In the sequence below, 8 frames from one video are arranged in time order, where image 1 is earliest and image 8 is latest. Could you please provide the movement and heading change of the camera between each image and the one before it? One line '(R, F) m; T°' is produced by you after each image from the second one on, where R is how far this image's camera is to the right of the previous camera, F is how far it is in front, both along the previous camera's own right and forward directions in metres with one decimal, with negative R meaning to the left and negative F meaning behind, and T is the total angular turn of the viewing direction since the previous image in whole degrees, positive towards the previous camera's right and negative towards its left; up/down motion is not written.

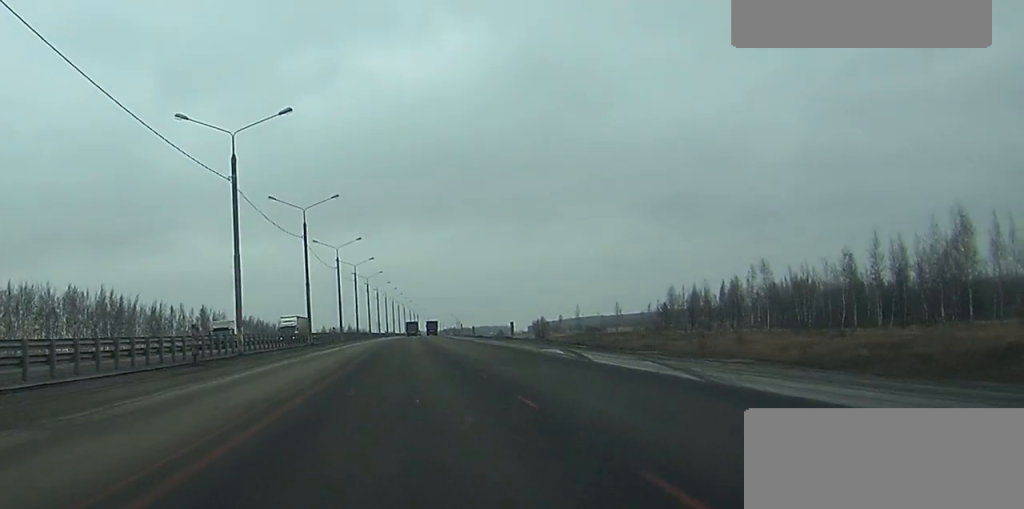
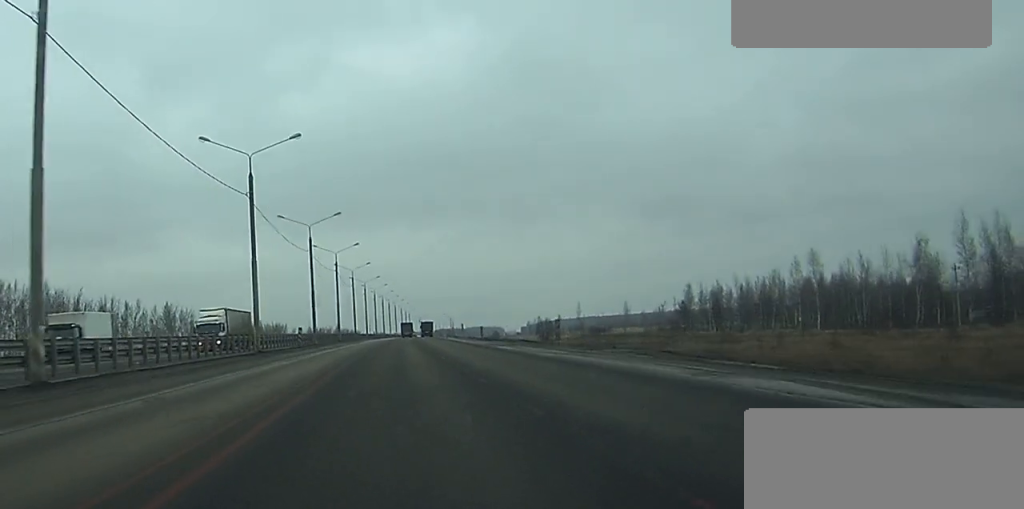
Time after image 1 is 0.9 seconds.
(+0.2, +25.4) m; +1°
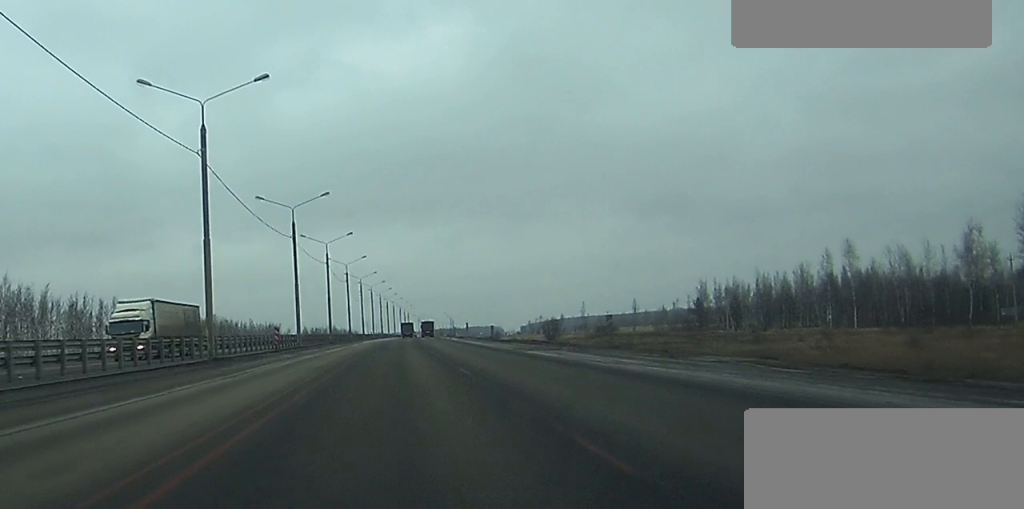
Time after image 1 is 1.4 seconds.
(0.0, +13.1) m; 0°
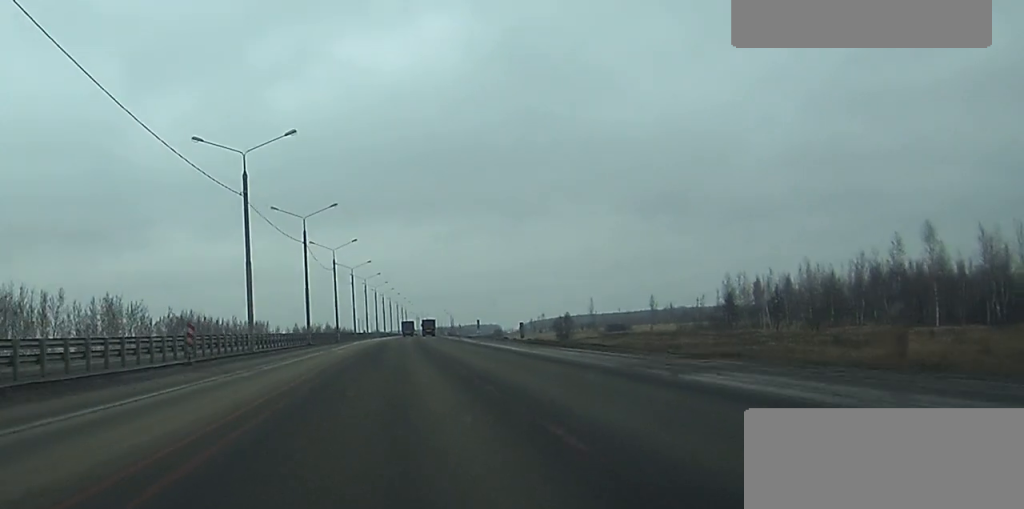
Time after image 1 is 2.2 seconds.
(0.0, +23.4) m; 0°
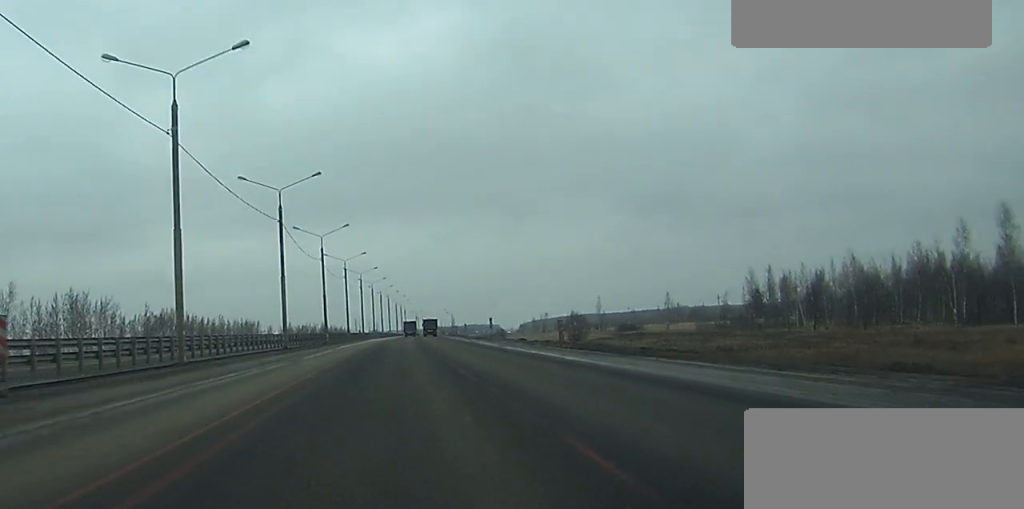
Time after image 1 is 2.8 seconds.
(0.0, +16.8) m; 0°
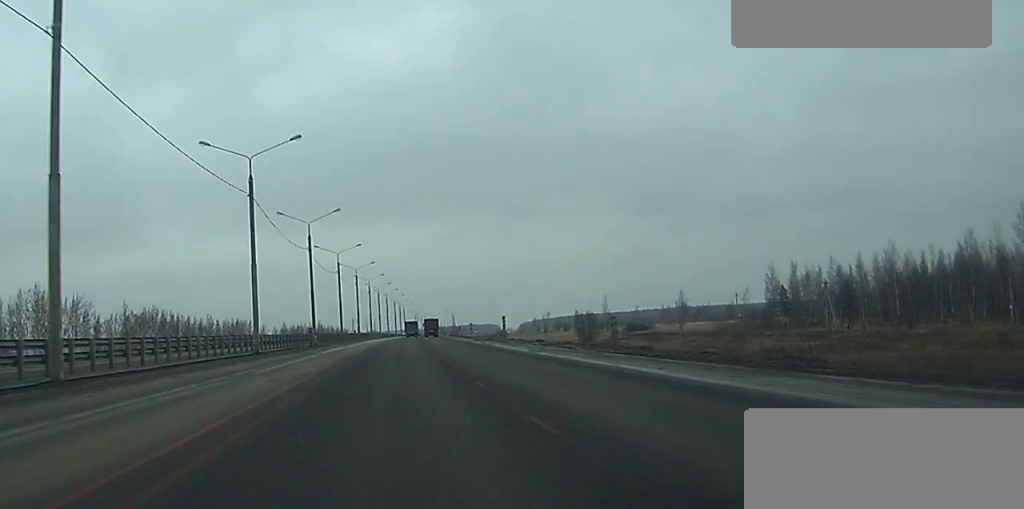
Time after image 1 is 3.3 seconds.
(0.0, +13.0) m; 0°
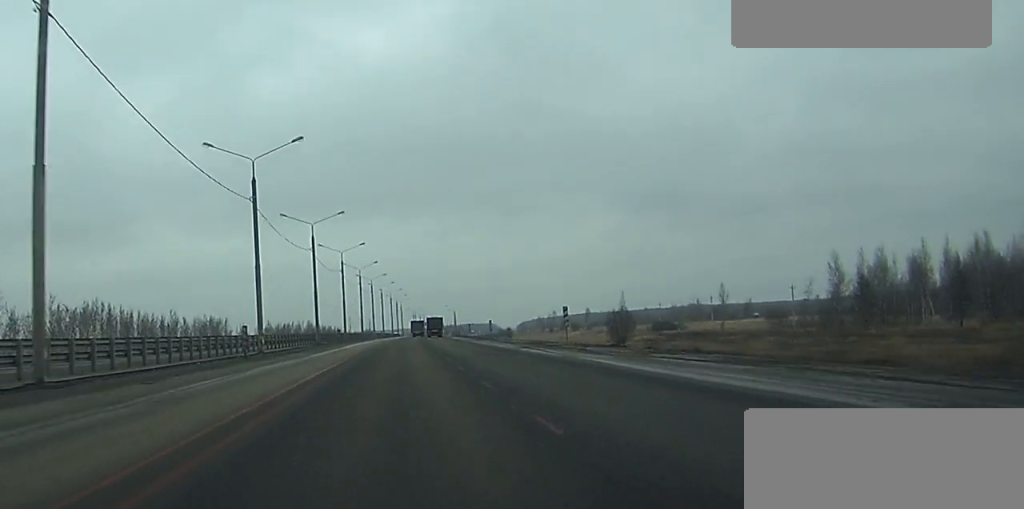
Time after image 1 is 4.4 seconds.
(+0.1, +32.5) m; 0°
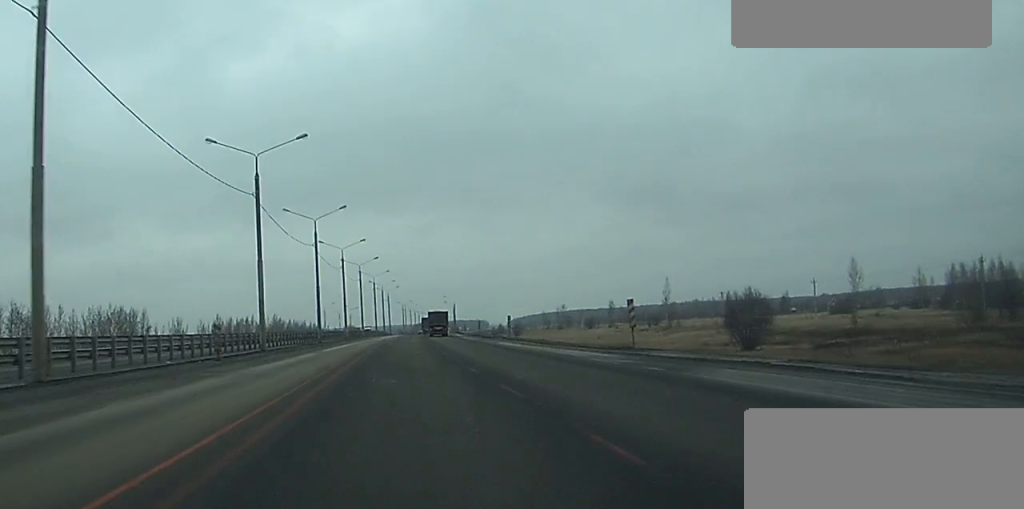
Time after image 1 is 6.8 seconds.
(+0.6, +66.2) m; +1°
